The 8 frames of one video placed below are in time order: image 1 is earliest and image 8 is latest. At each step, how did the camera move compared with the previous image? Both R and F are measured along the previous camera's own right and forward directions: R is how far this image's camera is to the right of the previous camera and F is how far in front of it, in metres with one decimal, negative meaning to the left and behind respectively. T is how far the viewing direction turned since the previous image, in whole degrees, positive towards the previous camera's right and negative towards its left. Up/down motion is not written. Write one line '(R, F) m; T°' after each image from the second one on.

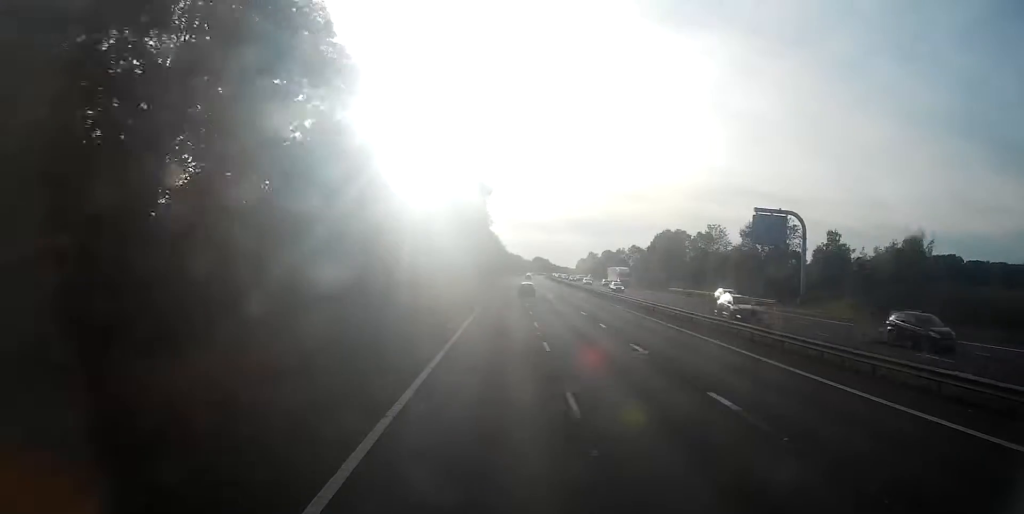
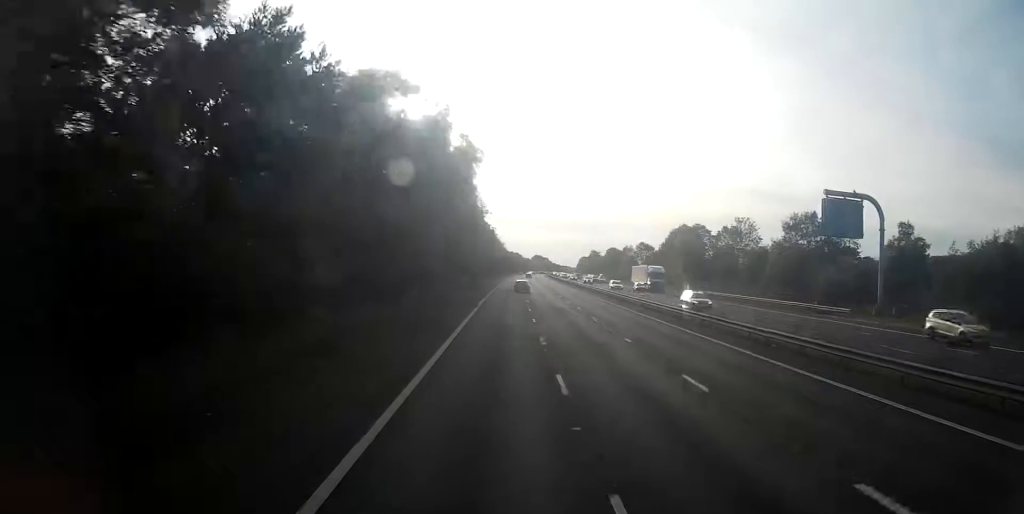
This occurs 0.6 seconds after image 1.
(0.0, +16.4) m; 0°
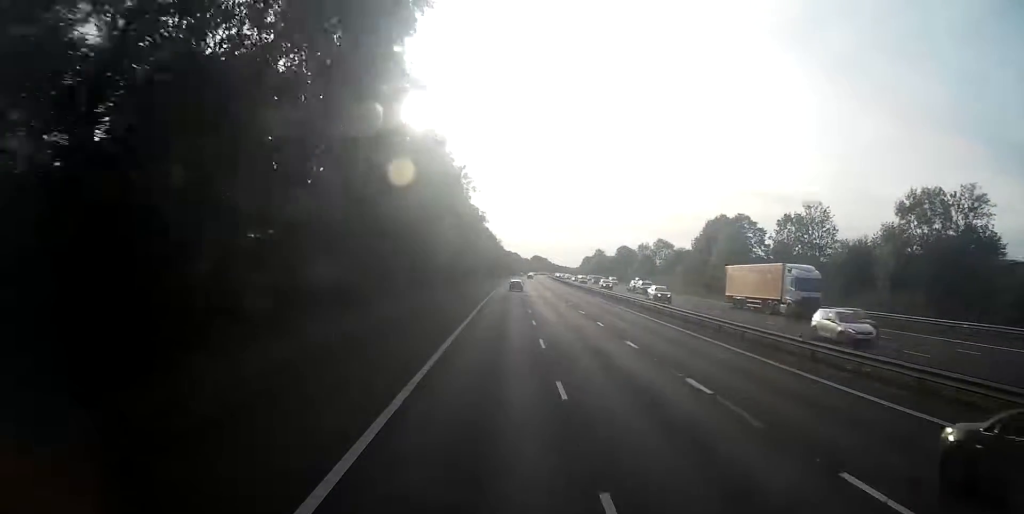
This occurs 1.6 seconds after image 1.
(+0.2, +27.4) m; 0°
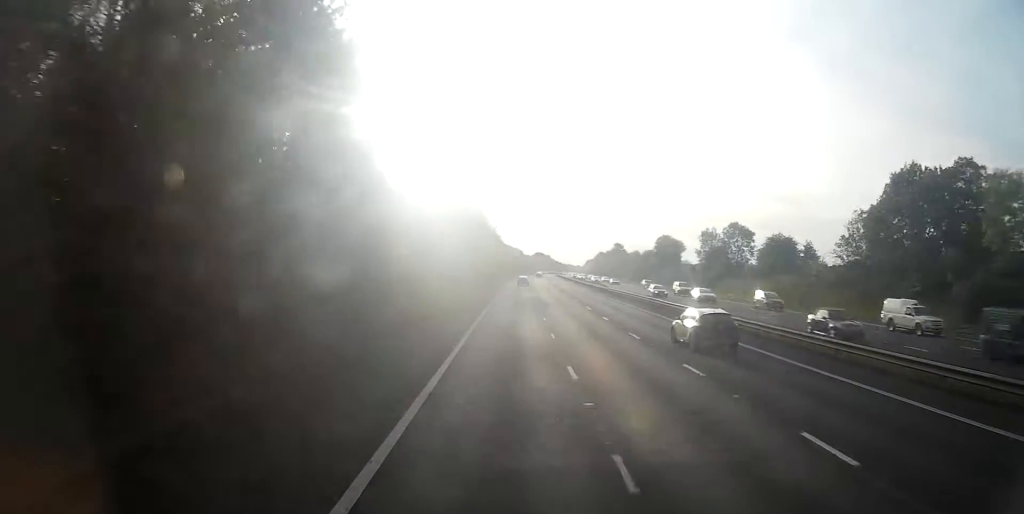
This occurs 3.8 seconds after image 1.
(+0.1, +60.3) m; 0°
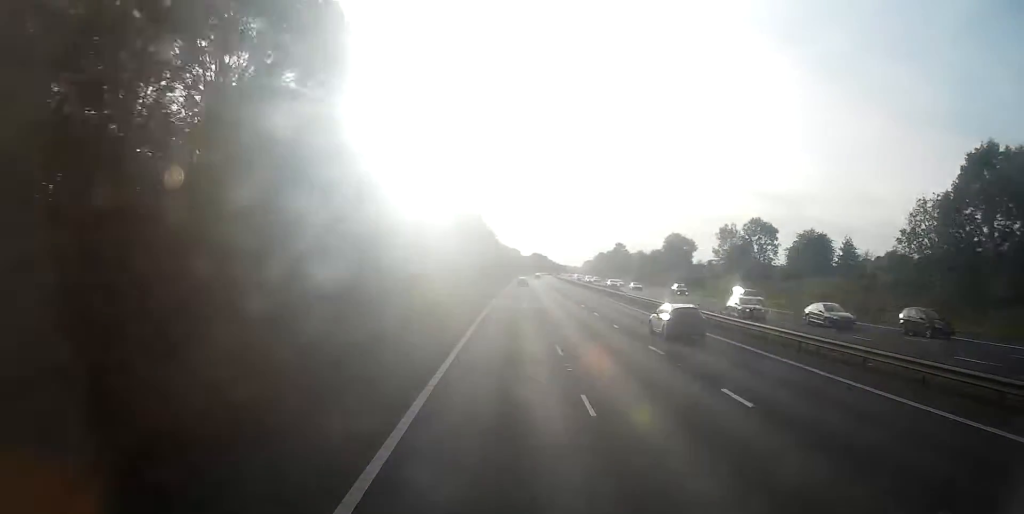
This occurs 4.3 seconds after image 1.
(0.0, +12.8) m; 0°
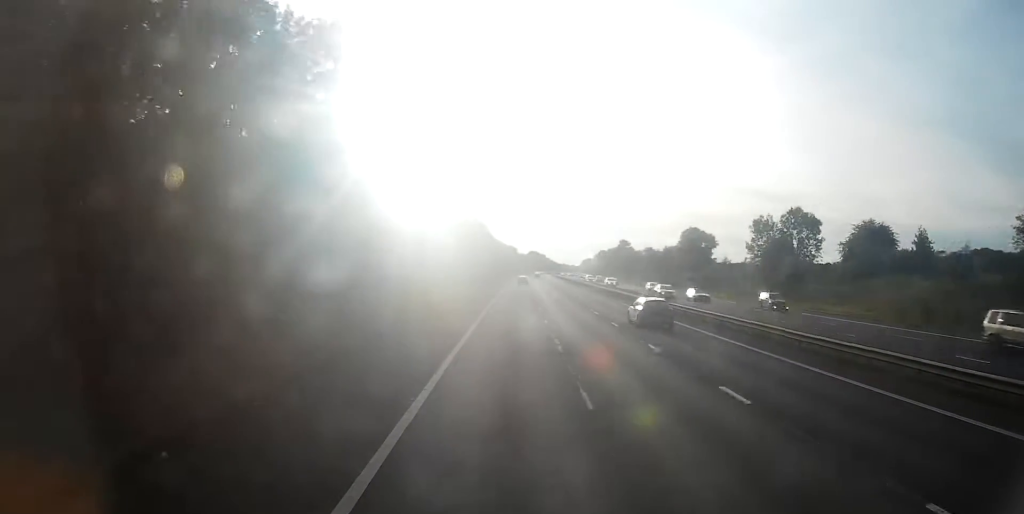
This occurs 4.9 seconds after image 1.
(-0.3, +17.4) m; 0°
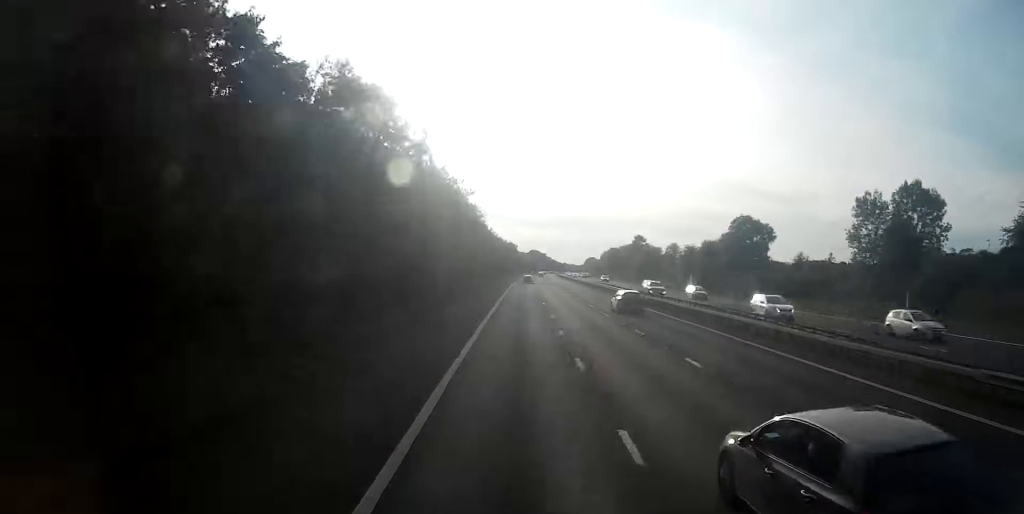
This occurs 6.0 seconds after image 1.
(+0.4, +30.2) m; +1°
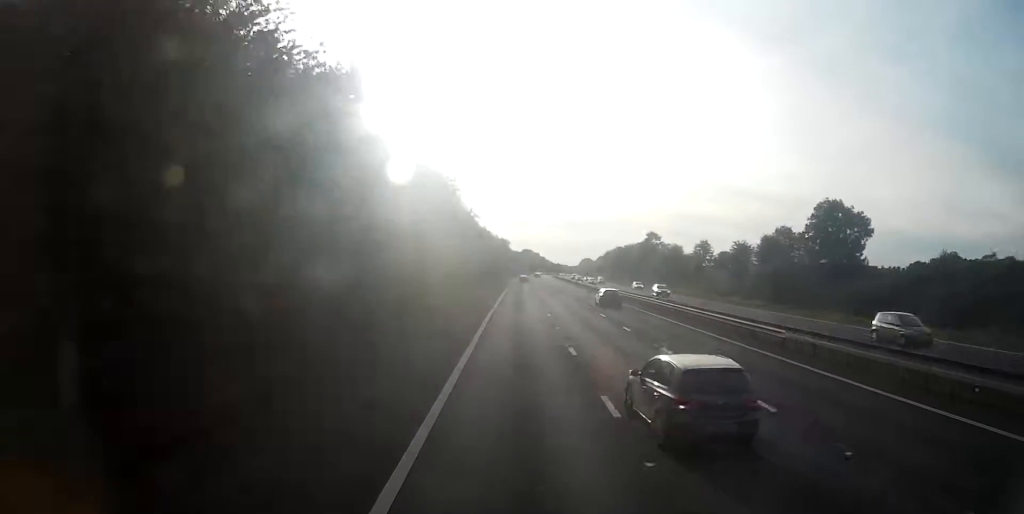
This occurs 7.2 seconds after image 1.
(+0.1, +32.0) m; +1°
